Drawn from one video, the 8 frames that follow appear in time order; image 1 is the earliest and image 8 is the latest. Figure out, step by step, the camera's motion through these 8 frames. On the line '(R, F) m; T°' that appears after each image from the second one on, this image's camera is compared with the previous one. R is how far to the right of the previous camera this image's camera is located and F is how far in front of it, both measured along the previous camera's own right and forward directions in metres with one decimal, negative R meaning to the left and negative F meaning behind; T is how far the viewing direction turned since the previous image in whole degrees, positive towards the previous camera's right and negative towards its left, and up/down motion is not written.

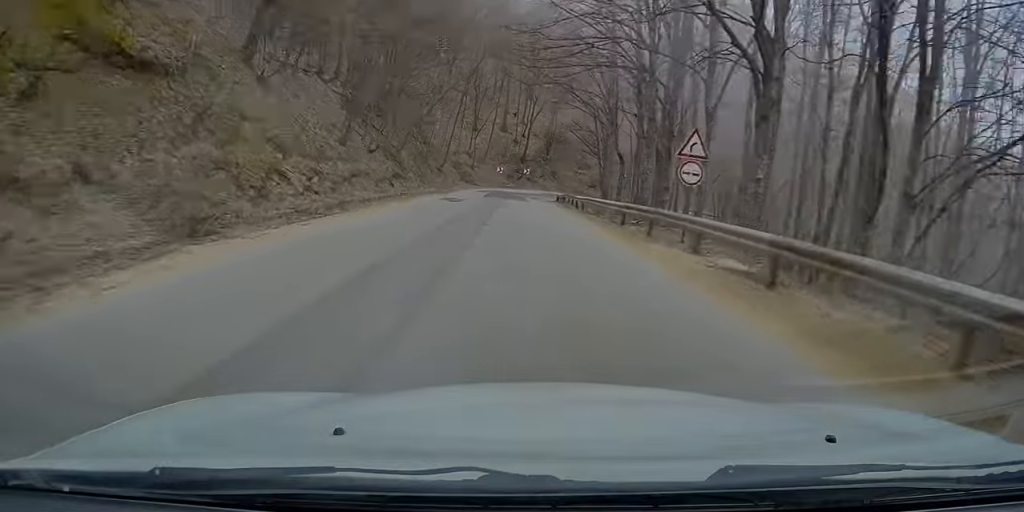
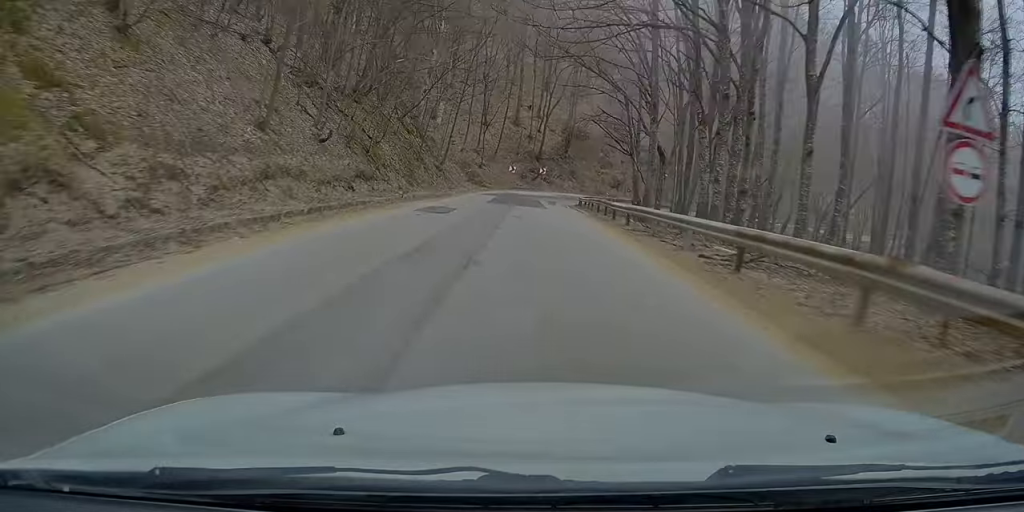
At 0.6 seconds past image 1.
(0.0, +8.1) m; 0°
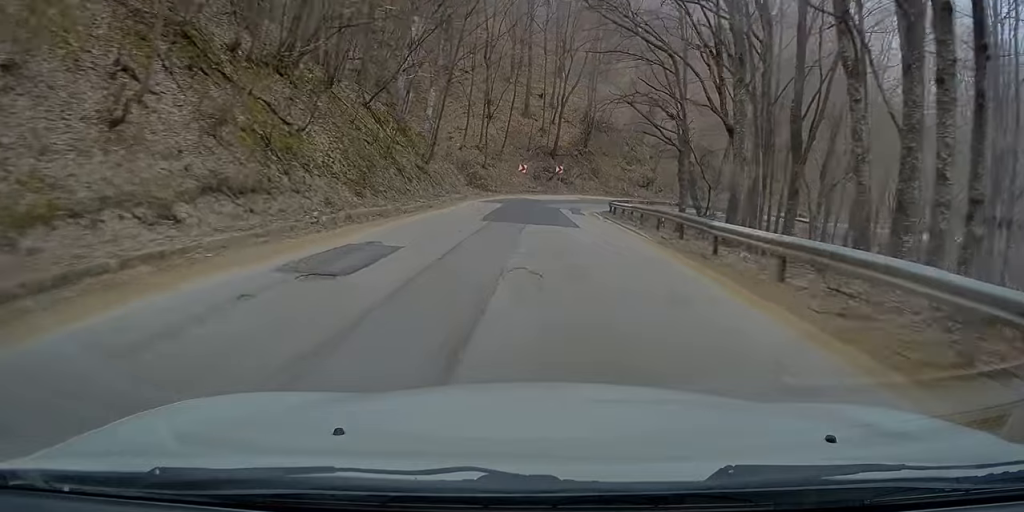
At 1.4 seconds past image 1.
(0.0, +10.0) m; 0°
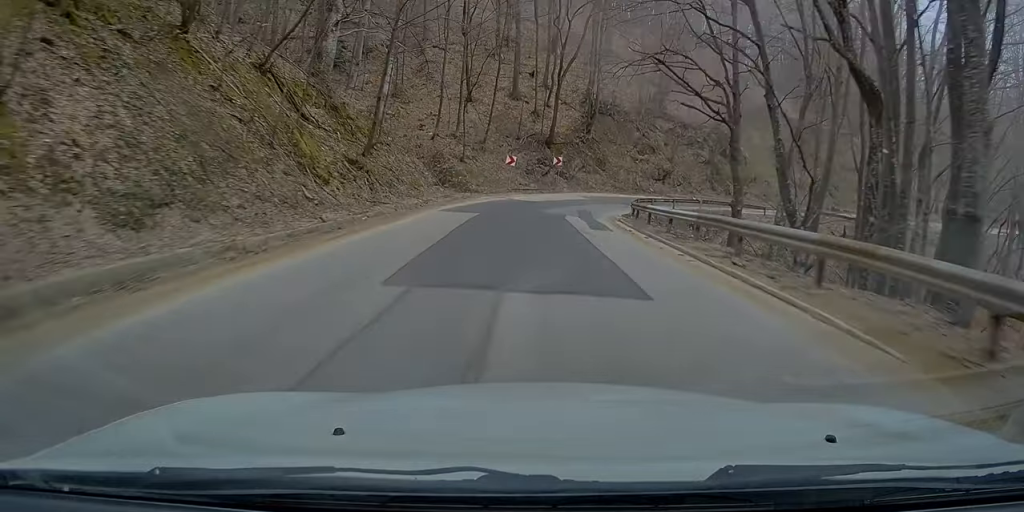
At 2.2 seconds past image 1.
(0.0, +9.9) m; +1°
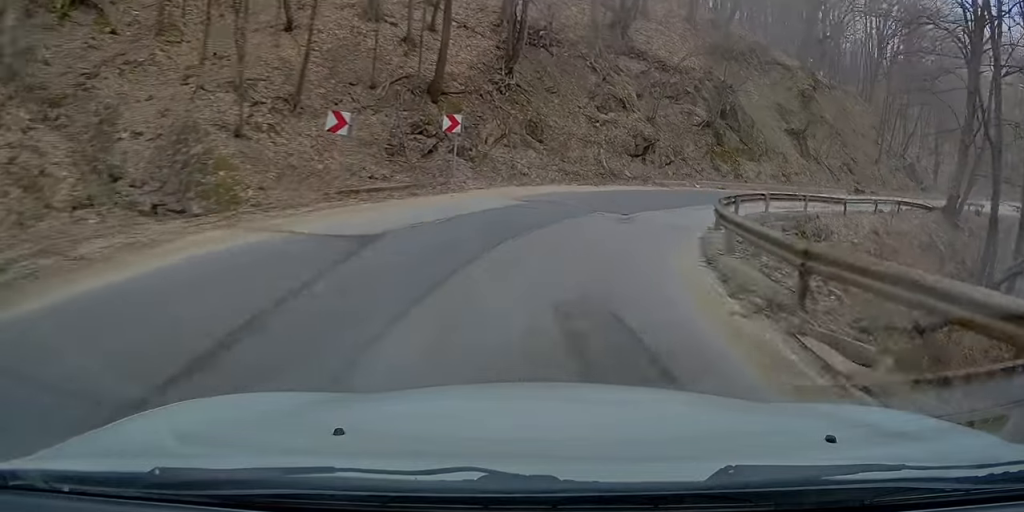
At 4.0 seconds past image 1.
(+2.1, +21.4) m; +15°
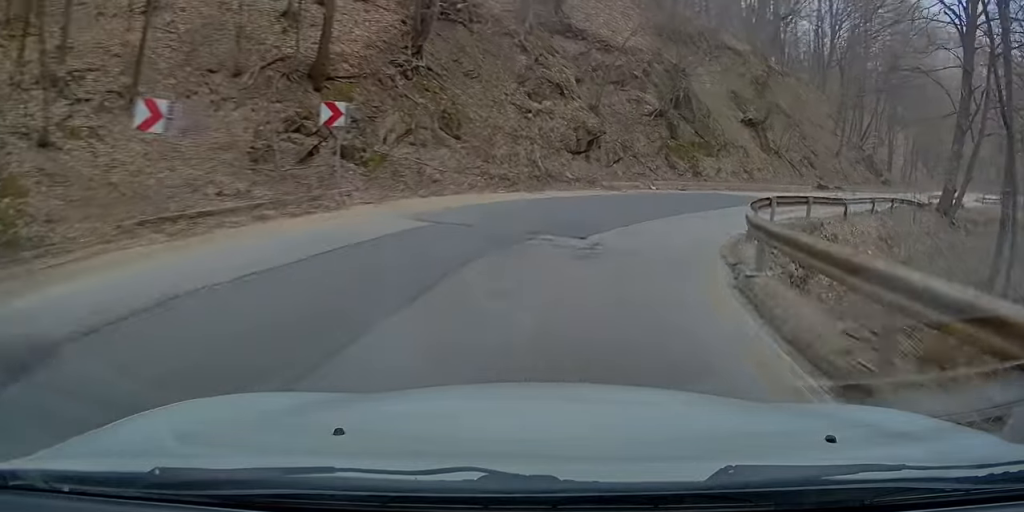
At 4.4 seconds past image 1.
(+0.4, +5.7) m; +5°
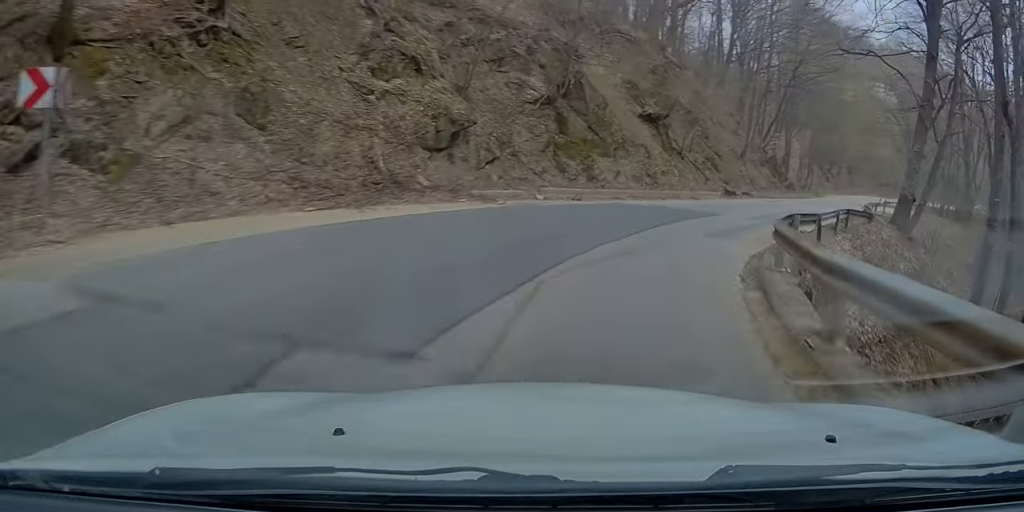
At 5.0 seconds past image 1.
(+0.1, +7.0) m; +6°
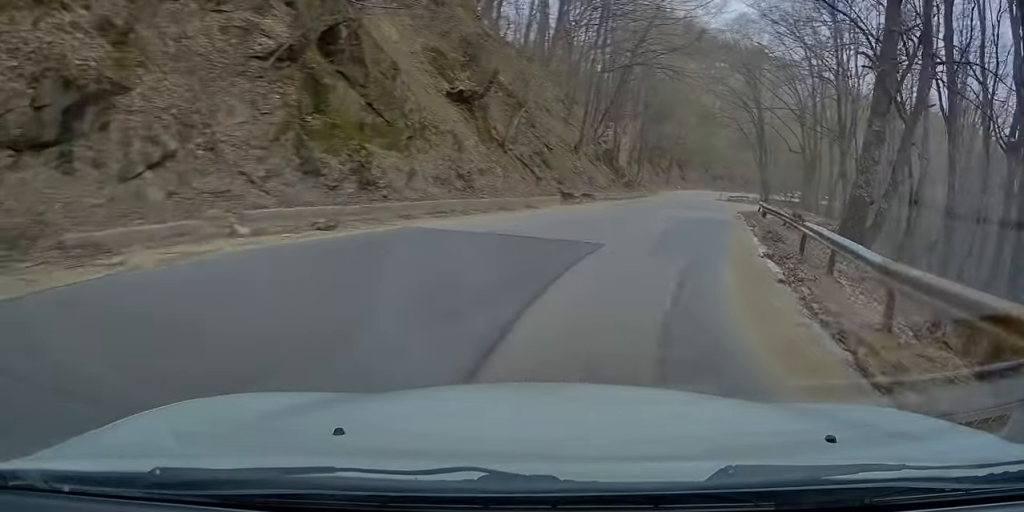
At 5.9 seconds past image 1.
(+1.1, +10.6) m; +5°
